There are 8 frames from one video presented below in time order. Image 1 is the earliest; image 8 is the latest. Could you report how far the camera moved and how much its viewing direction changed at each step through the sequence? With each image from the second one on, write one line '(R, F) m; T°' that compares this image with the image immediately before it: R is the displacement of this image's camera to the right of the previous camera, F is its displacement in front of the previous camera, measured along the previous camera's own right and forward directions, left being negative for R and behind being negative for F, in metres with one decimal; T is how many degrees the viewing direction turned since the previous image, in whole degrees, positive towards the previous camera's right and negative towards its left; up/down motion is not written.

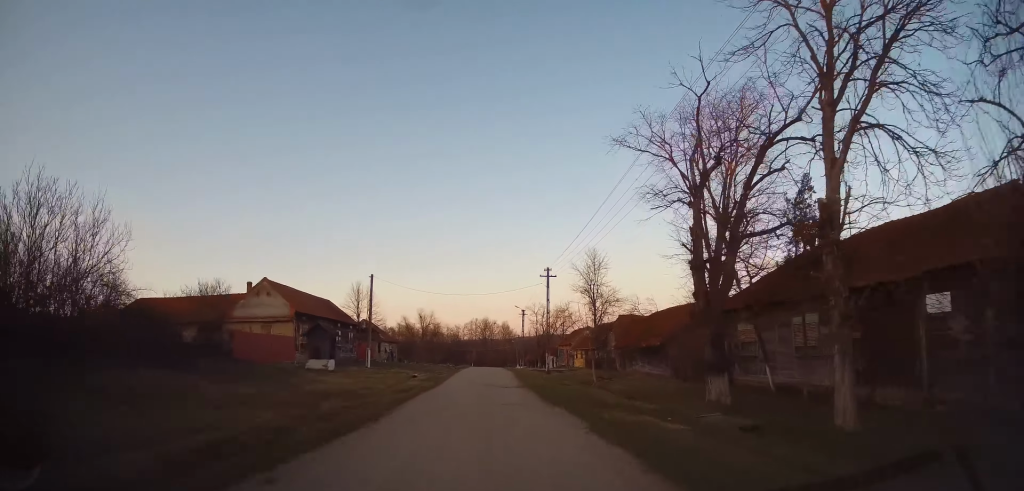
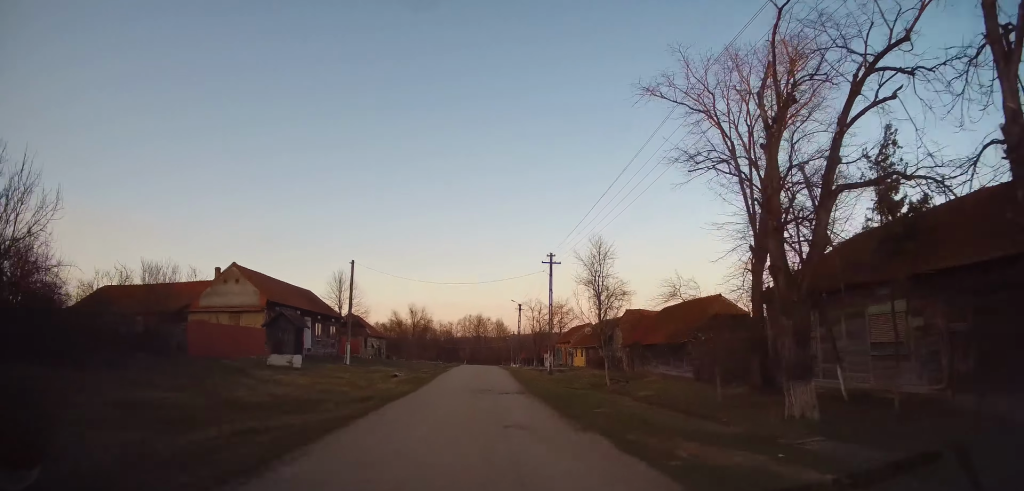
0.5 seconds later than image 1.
(+0.1, +5.2) m; +1°
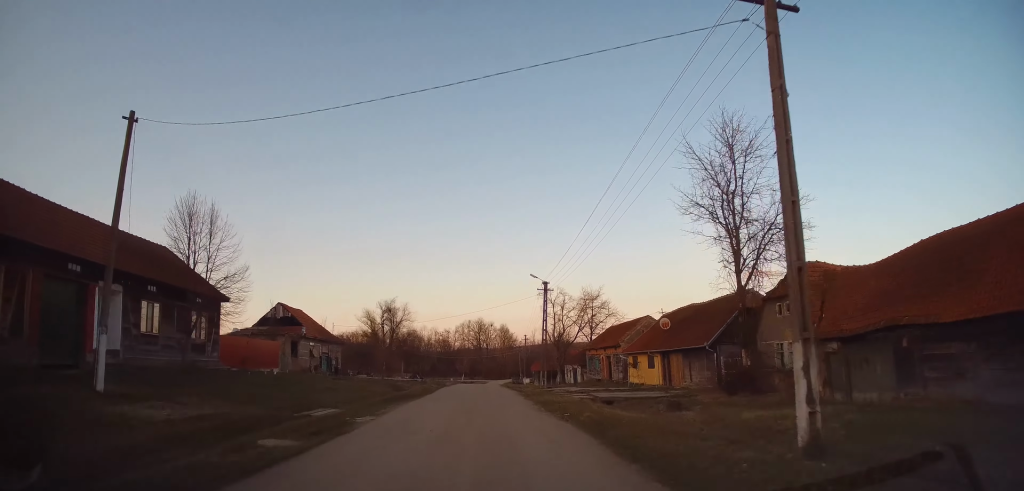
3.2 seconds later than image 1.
(+0.1, +29.3) m; -1°
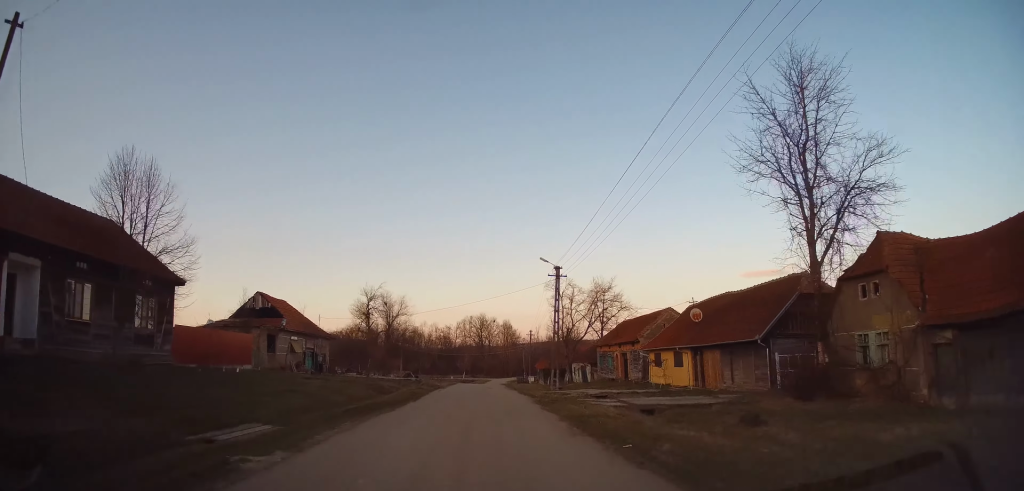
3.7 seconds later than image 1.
(0.0, +5.7) m; -1°
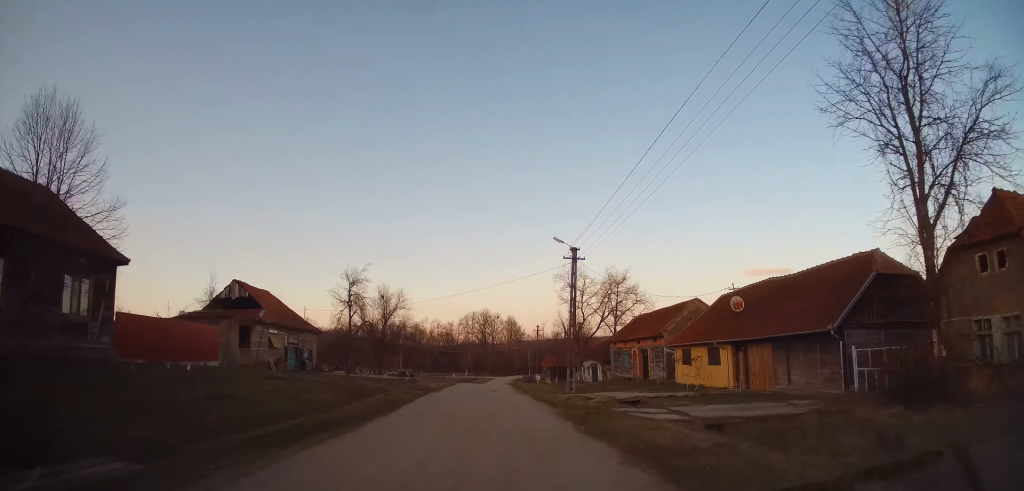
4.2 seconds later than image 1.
(-0.2, +5.4) m; 0°
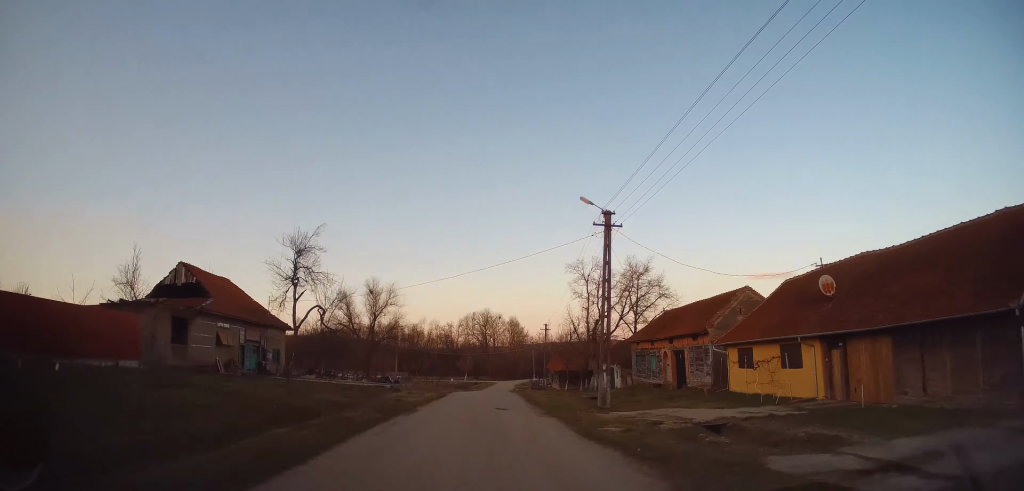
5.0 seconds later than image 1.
(+0.1, +8.2) m; 0°
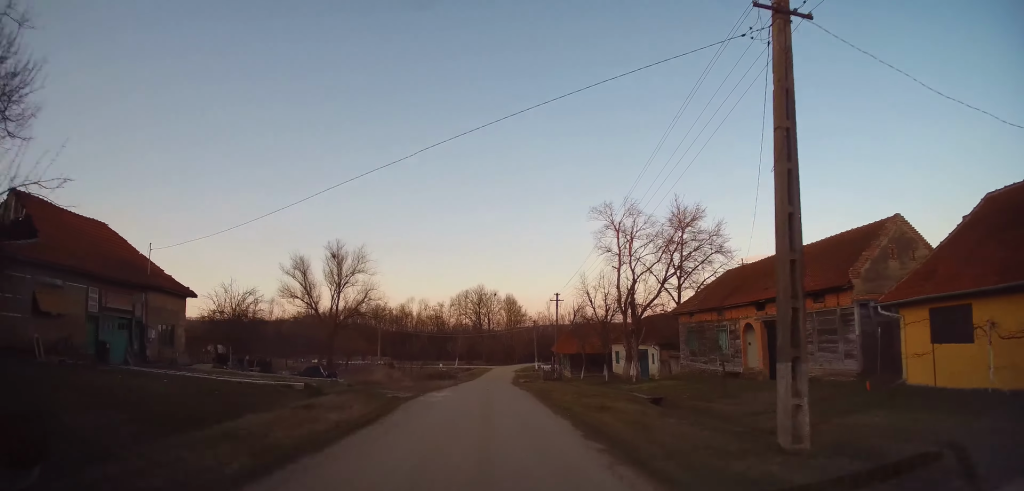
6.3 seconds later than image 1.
(0.0, +14.5) m; 0°
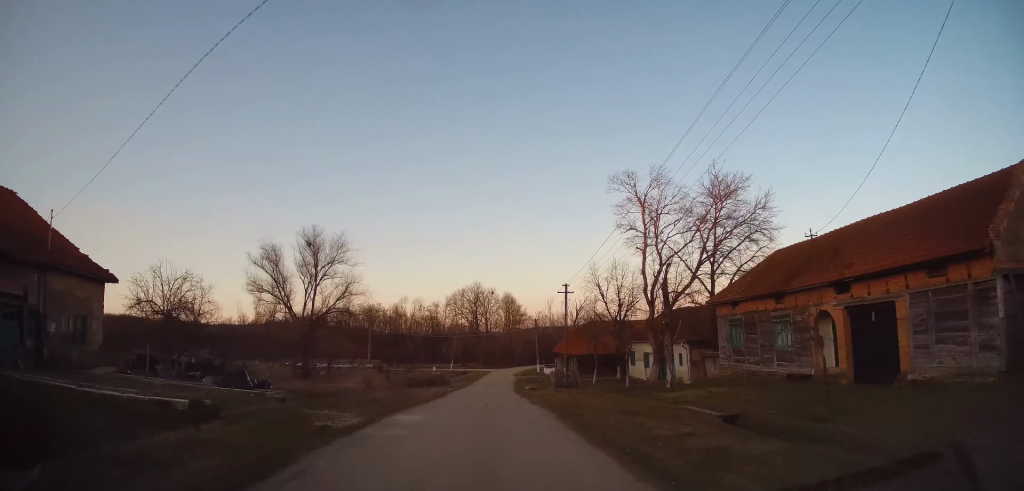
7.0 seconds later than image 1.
(+0.1, +7.2) m; +1°
